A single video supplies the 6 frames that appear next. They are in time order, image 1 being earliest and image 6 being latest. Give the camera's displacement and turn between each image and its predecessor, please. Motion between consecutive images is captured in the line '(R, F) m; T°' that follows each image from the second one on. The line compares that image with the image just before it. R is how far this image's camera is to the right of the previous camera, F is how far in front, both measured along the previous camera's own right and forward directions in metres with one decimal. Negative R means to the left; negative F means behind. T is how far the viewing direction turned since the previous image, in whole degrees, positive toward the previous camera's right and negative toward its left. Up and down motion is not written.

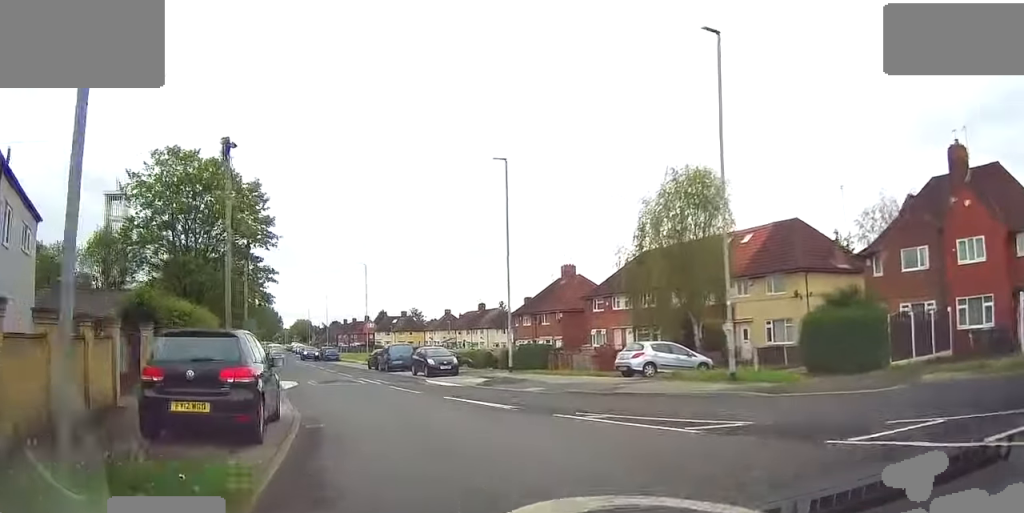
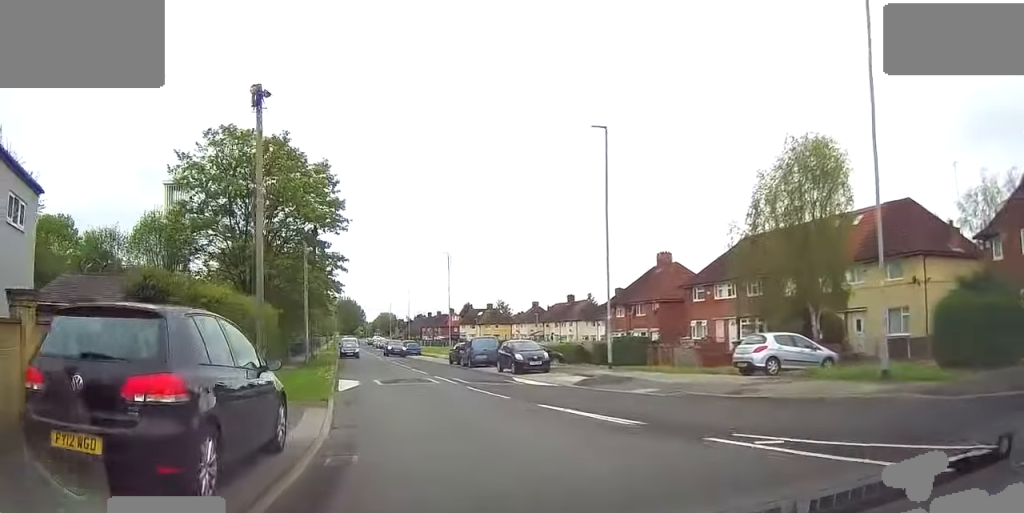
(-0.3, +4.1) m; -5°
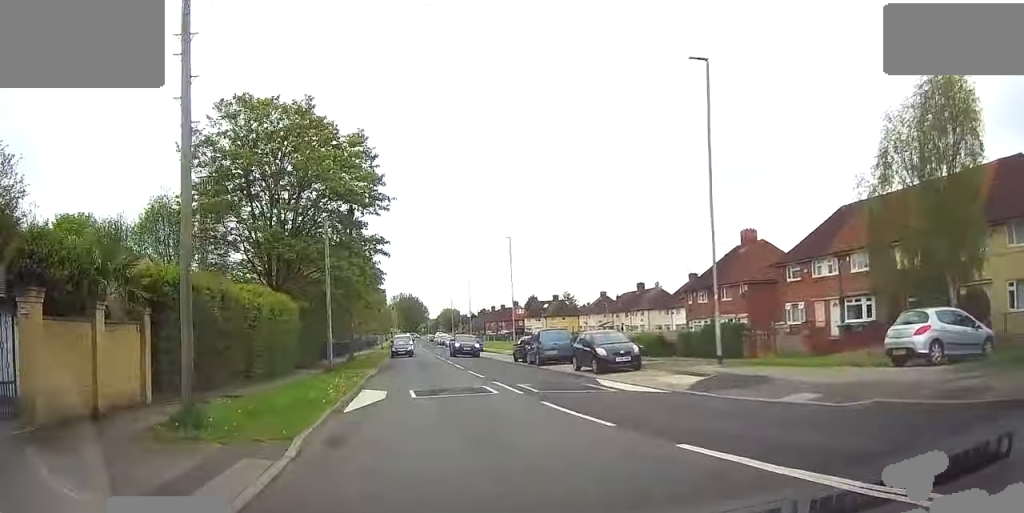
(0.0, +6.5) m; -1°
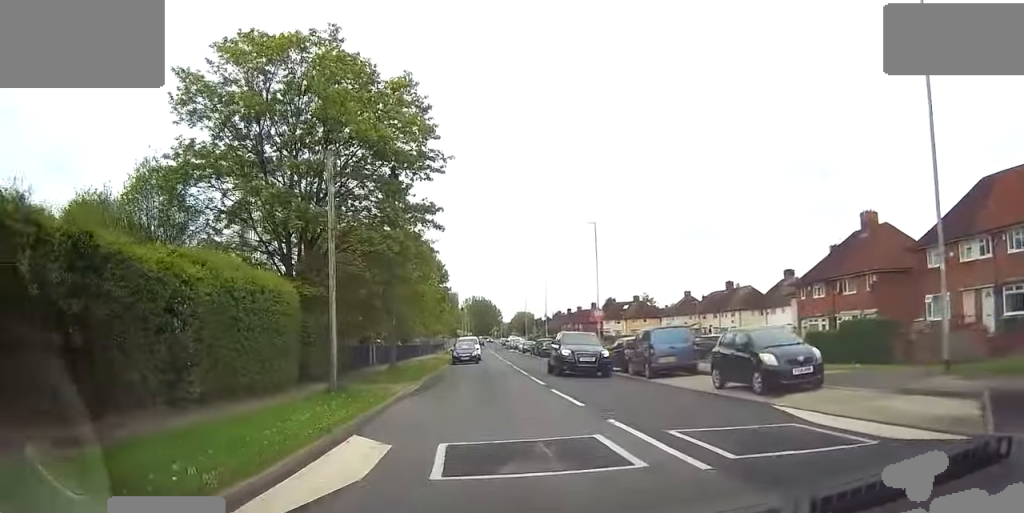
(-0.4, +9.2) m; -9°
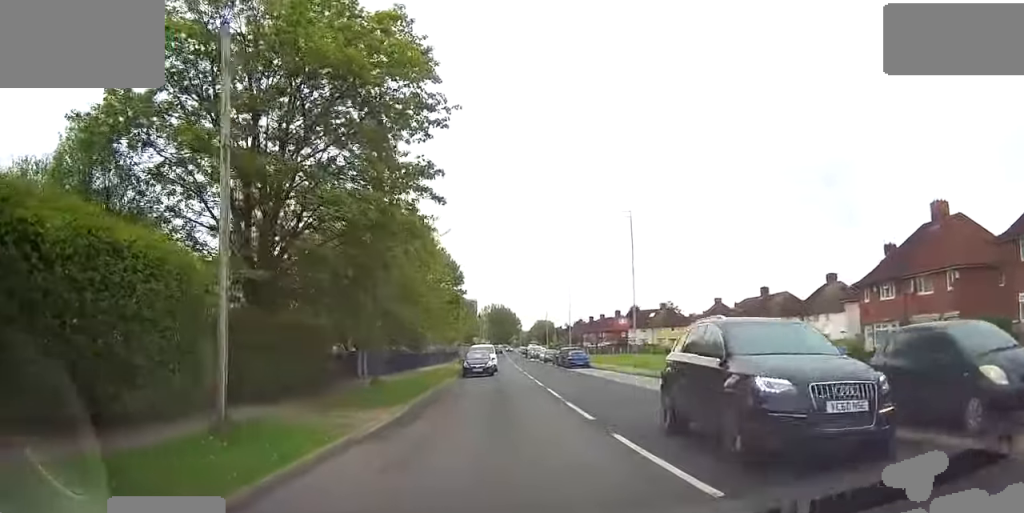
(-0.4, +7.3) m; -4°
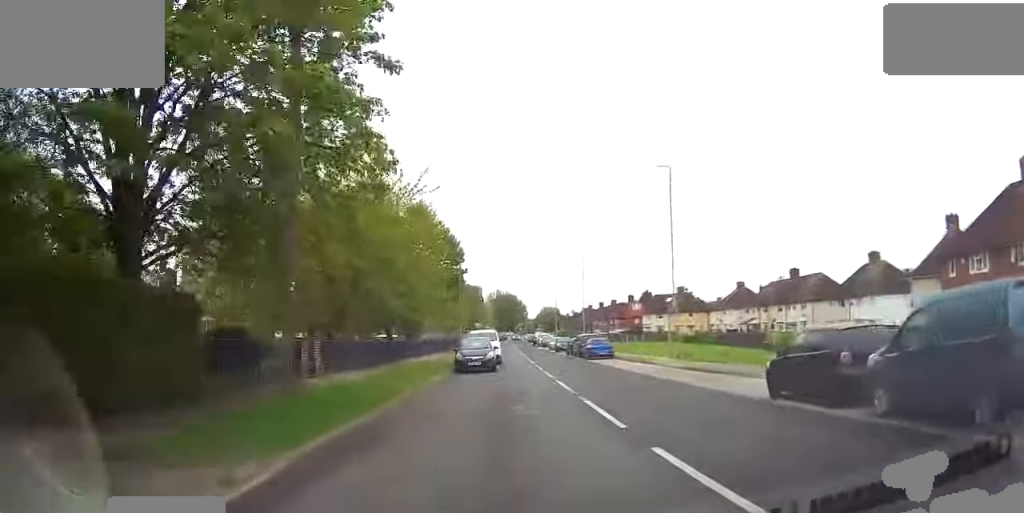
(-0.2, +9.3) m; -1°
